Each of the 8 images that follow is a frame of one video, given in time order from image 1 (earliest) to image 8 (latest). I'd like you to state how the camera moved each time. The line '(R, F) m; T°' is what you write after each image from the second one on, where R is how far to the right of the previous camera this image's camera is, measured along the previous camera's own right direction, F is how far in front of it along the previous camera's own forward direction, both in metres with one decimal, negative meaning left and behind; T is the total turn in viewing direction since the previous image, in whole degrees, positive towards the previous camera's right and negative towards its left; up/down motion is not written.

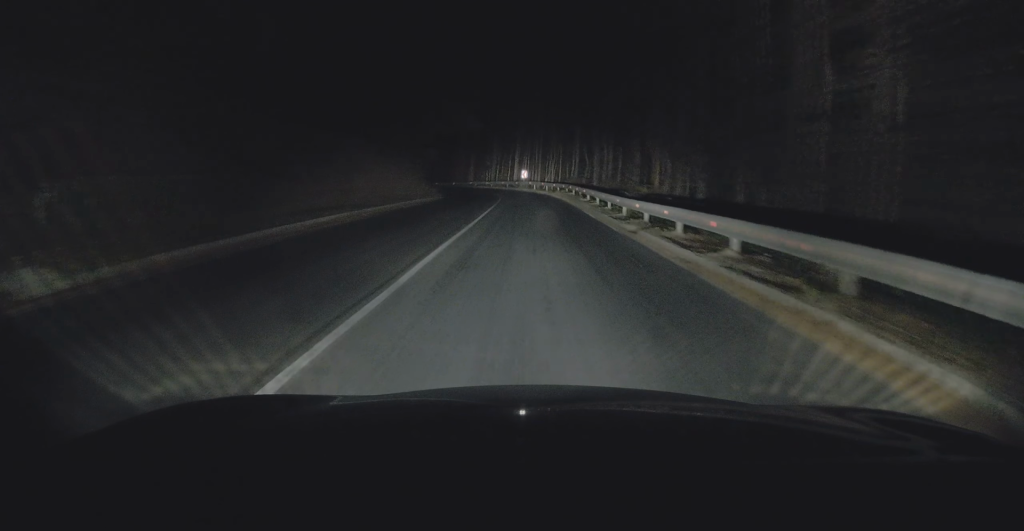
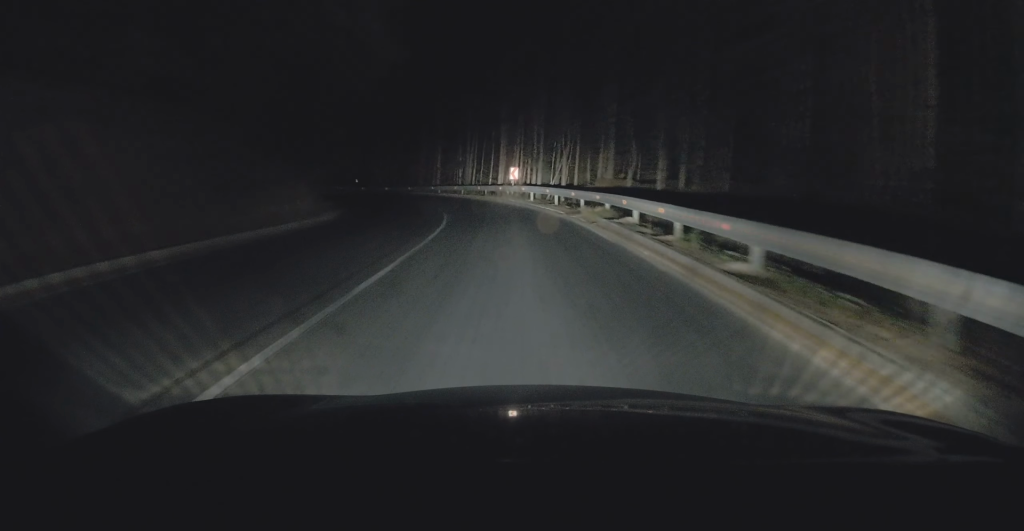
(+0.1, +26.1) m; 0°
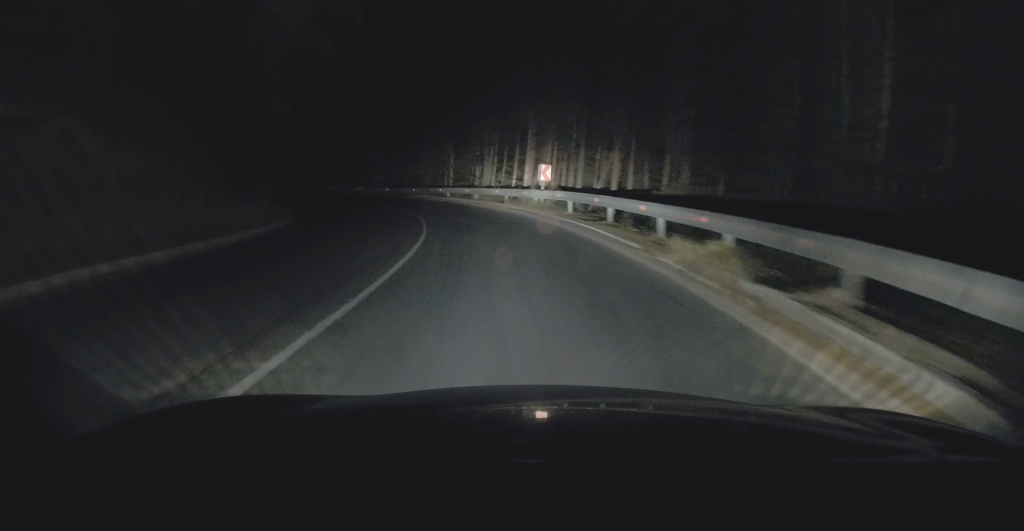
(0.0, +10.5) m; -2°
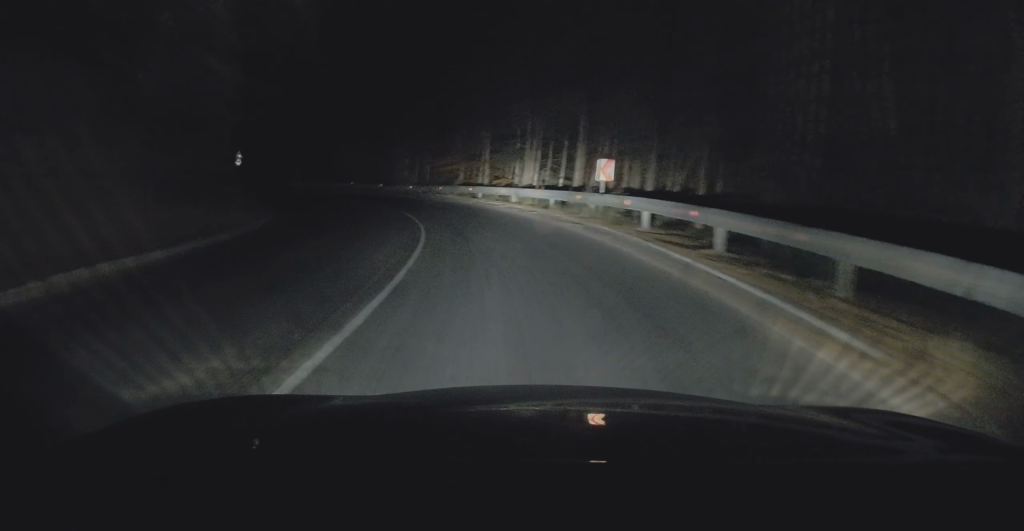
(0.0, +7.1) m; -2°
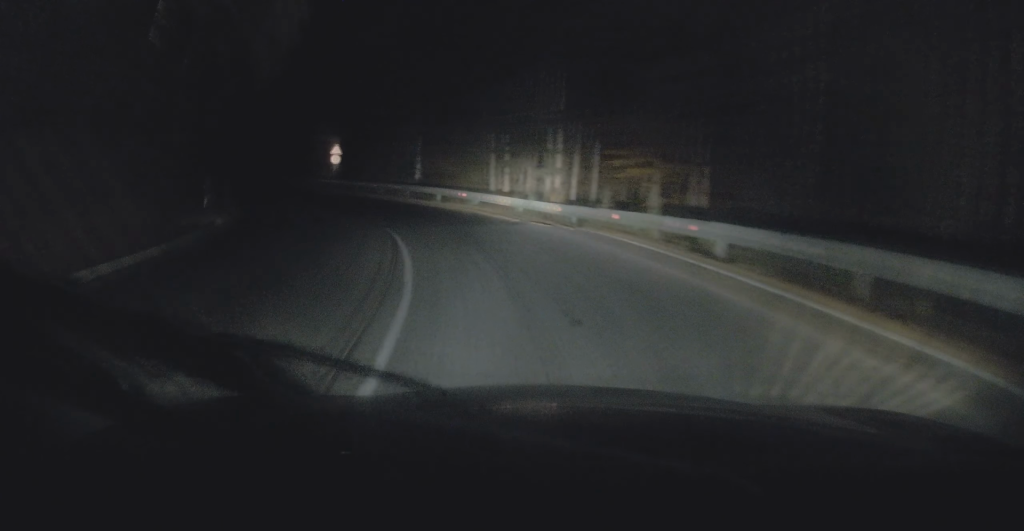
(-1.7, +19.9) m; -11°
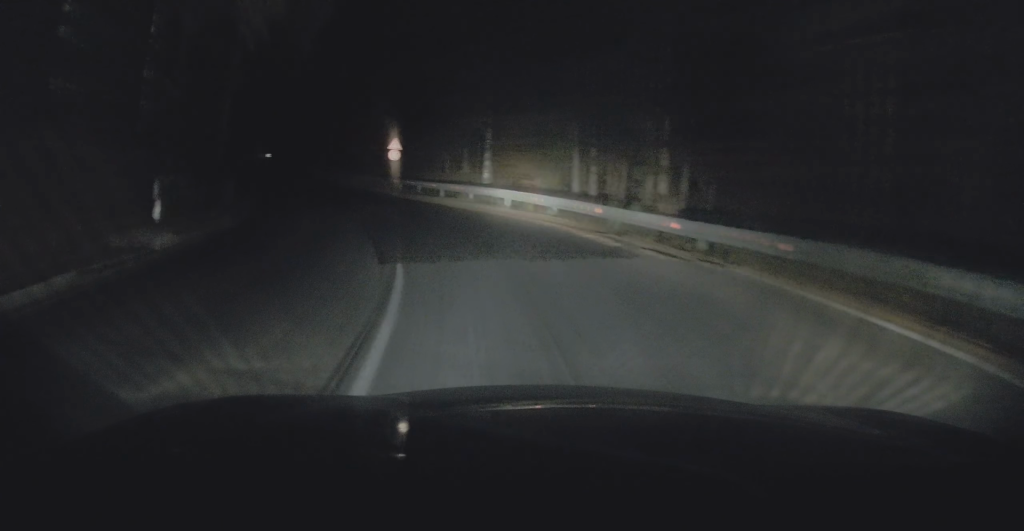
(-0.1, +6.6) m; -5°
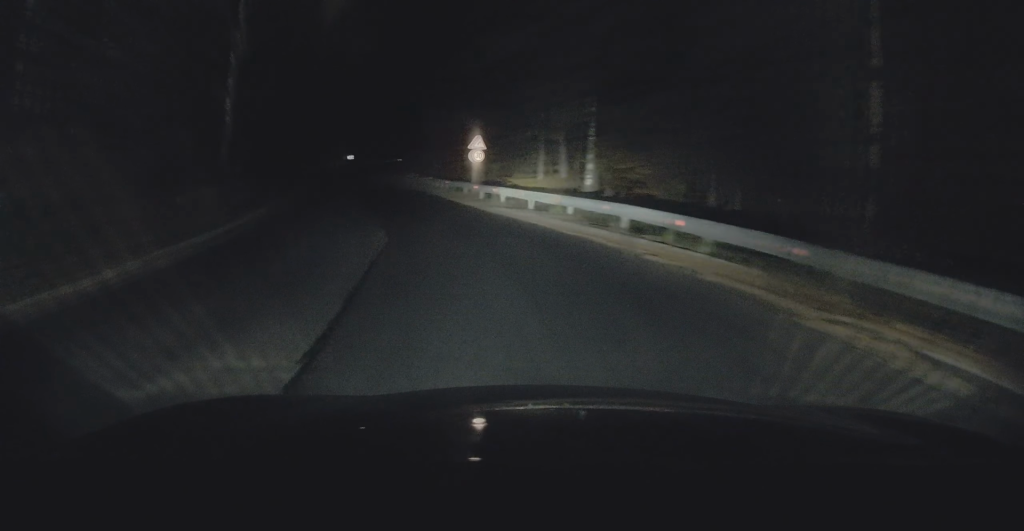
(-0.4, +7.5) m; -9°
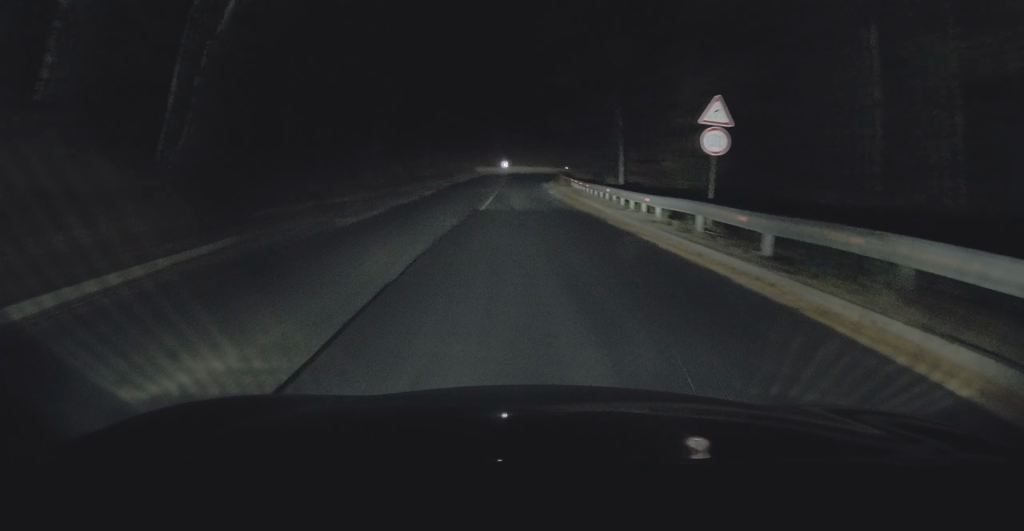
(-4.0, +18.8) m; -19°
